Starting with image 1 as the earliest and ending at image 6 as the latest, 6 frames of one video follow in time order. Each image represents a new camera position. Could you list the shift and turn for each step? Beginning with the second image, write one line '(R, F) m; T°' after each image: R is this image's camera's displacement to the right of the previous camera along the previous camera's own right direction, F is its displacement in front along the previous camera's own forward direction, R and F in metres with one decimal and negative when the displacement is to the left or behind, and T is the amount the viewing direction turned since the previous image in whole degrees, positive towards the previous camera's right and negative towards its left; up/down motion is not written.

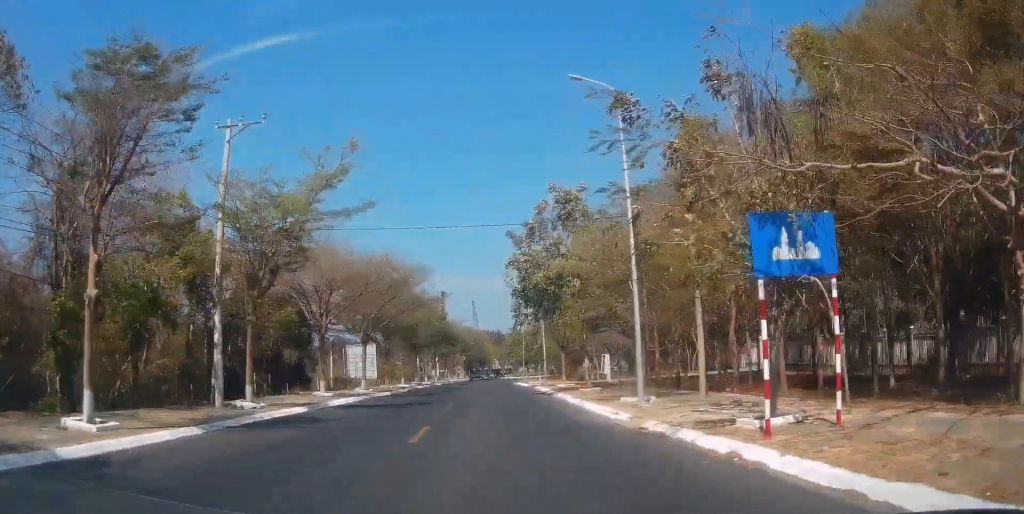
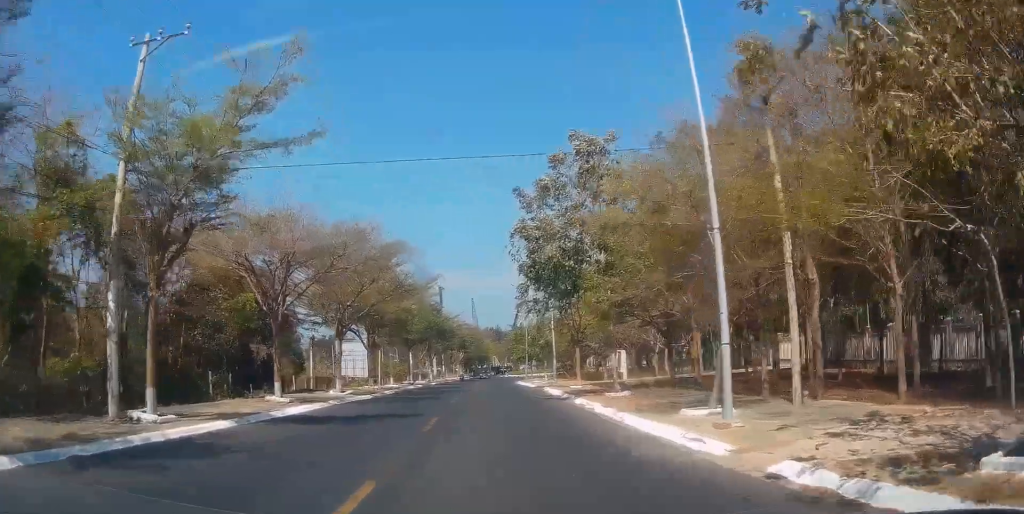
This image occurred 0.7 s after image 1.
(+0.3, +7.2) m; +2°
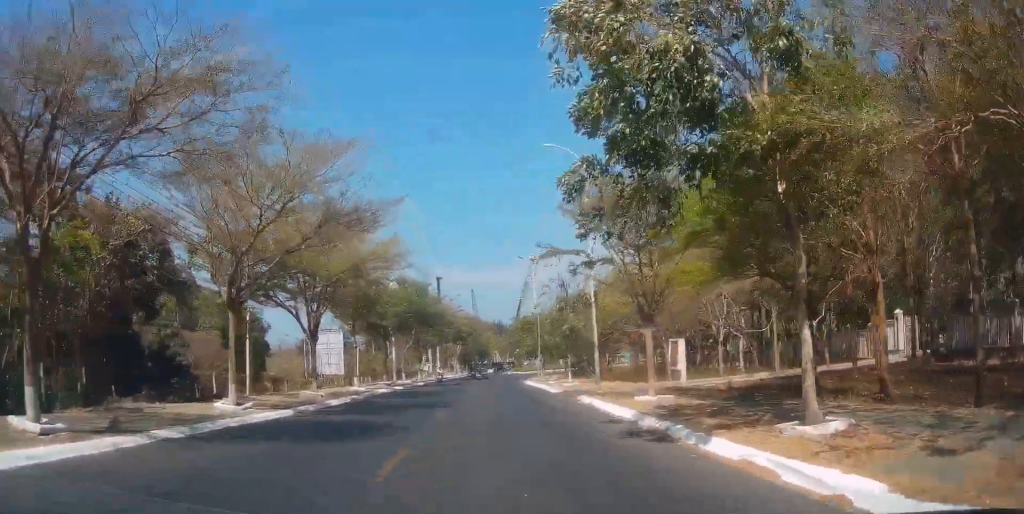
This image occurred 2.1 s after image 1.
(+0.1, +15.5) m; +1°
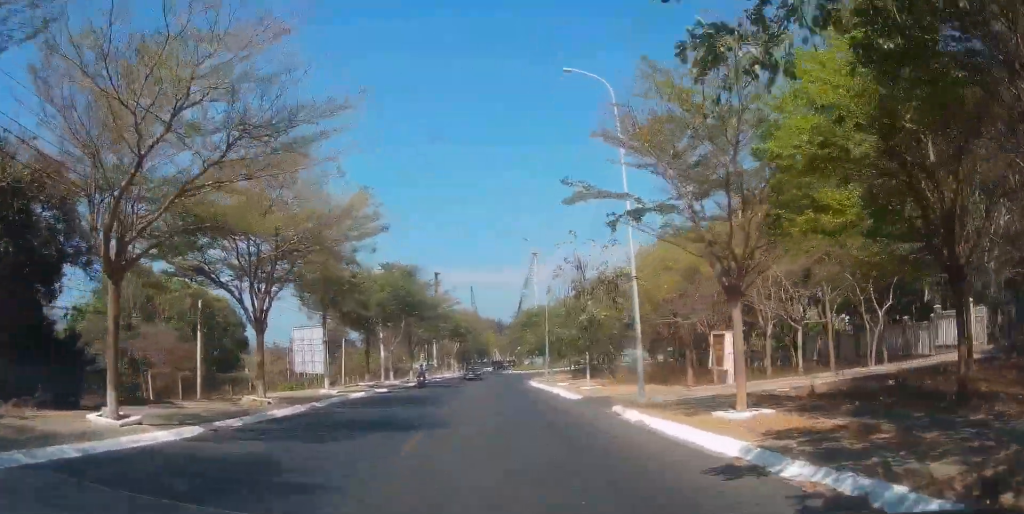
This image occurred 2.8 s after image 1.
(0.0, +7.3) m; 0°
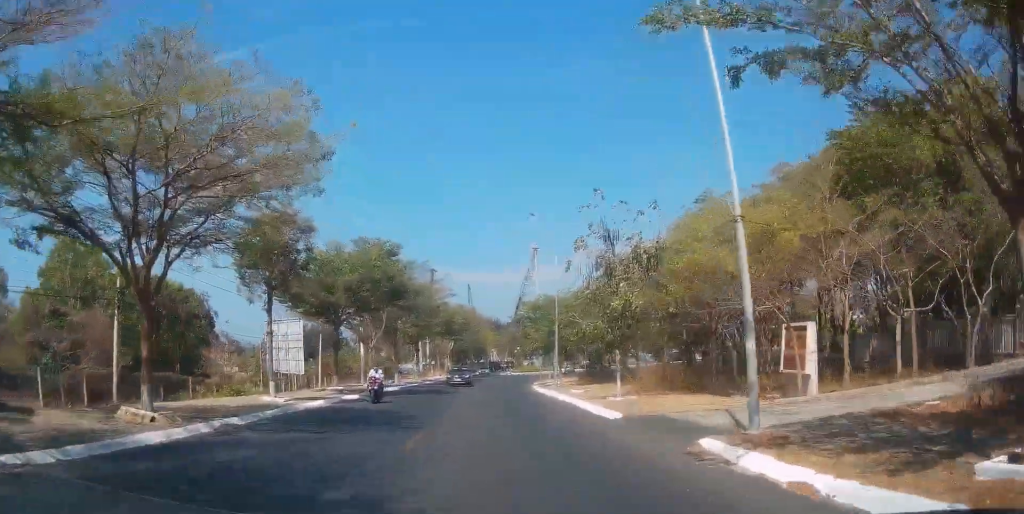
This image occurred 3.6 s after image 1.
(+0.1, +8.0) m; 0°
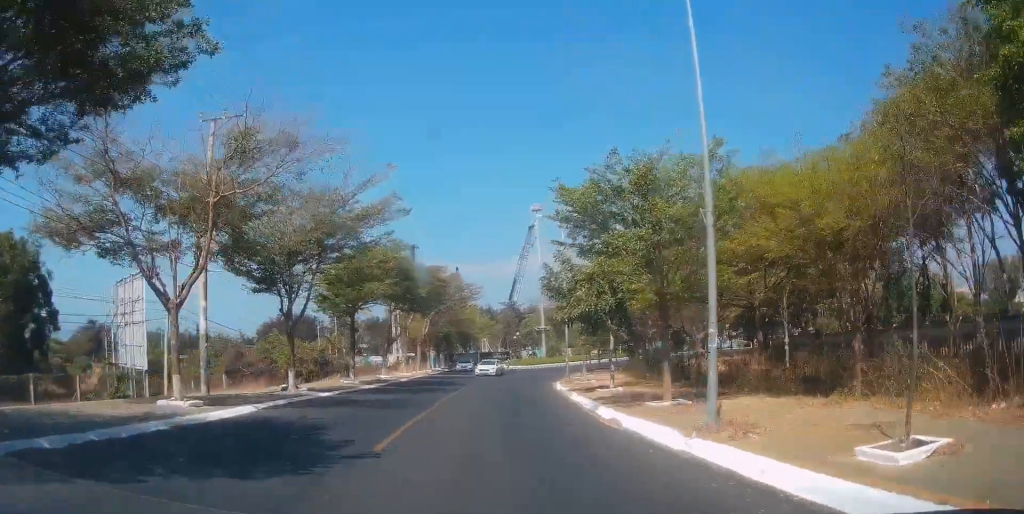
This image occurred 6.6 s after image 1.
(+0.3, +28.9) m; -5°
